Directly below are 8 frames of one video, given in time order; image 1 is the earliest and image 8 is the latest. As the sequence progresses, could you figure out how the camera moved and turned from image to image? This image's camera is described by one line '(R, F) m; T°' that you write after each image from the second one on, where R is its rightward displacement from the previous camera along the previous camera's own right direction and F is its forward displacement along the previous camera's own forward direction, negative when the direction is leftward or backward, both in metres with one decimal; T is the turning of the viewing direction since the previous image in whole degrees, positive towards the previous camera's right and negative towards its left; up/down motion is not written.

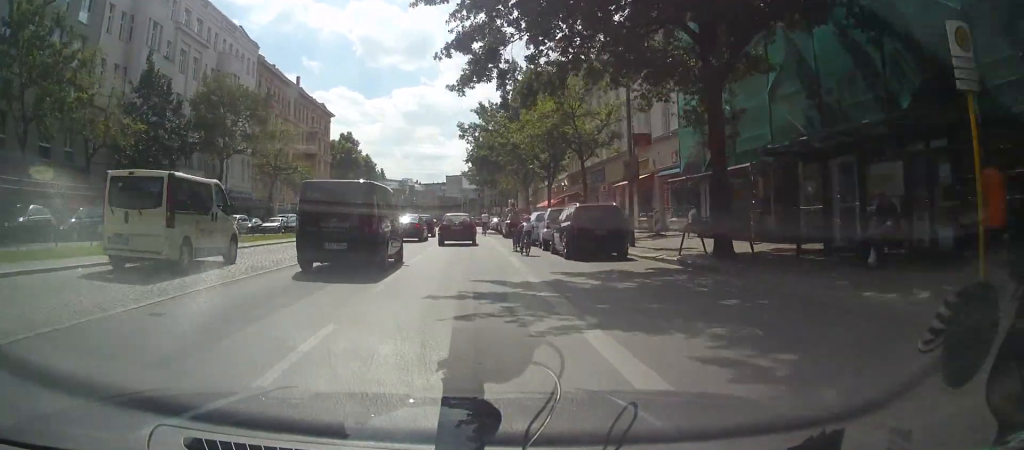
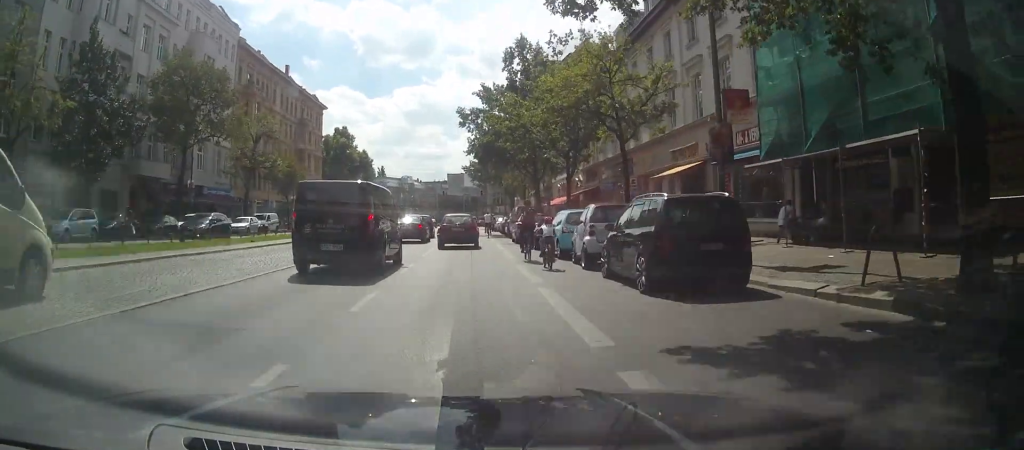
(-0.1, +8.0) m; -1°
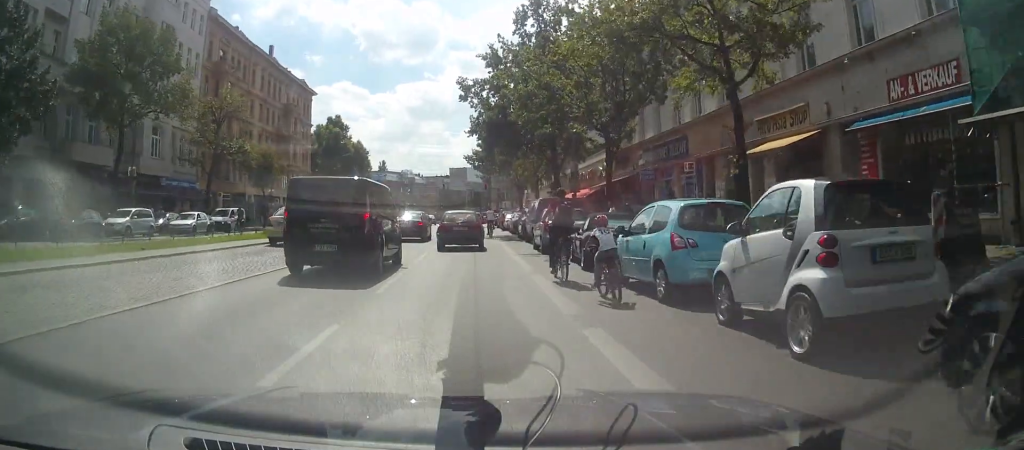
(0.0, +10.0) m; 0°
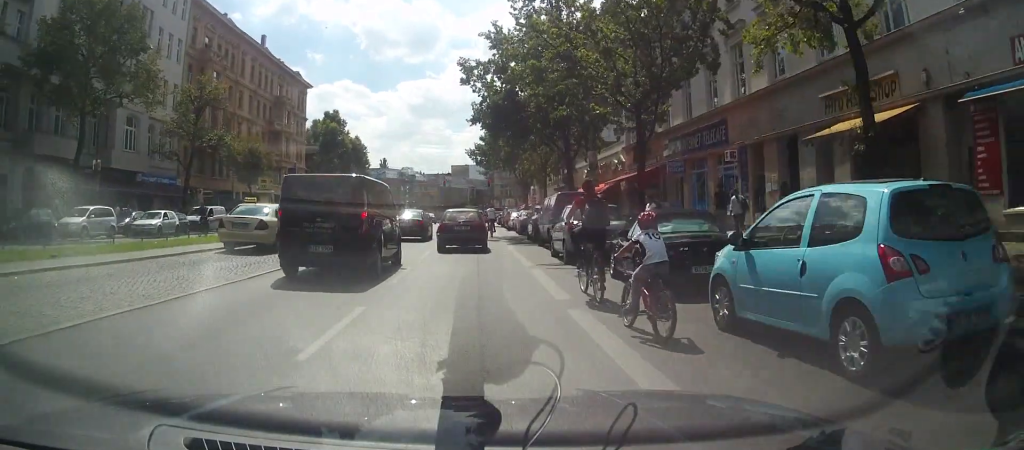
(0.0, +4.8) m; 0°
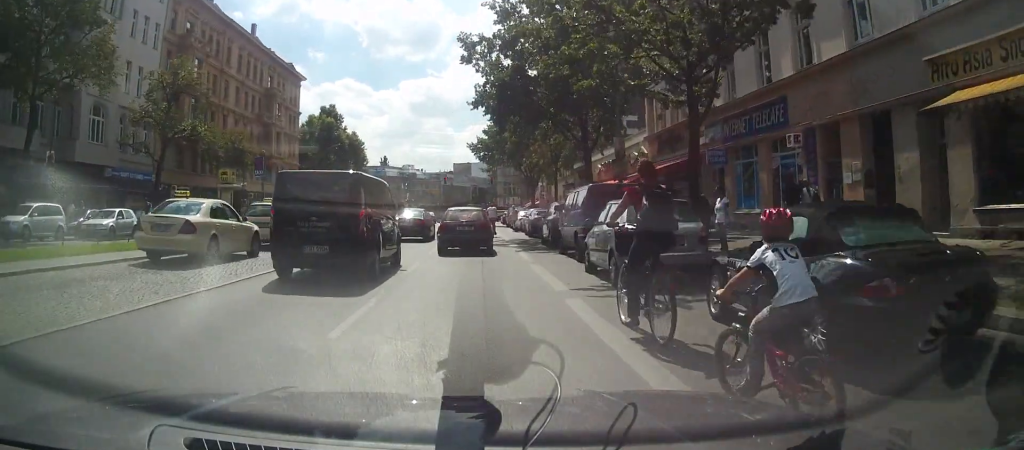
(0.0, +5.3) m; 0°
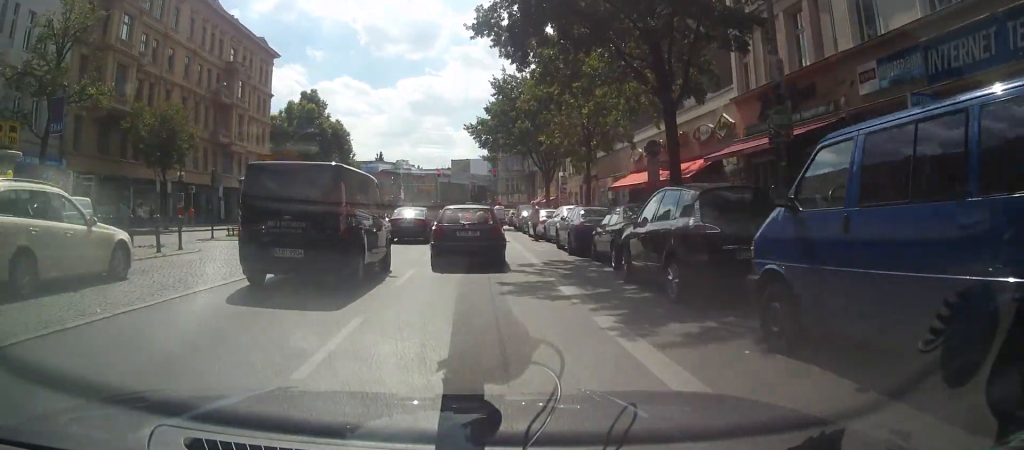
(-0.1, +14.1) m; -1°
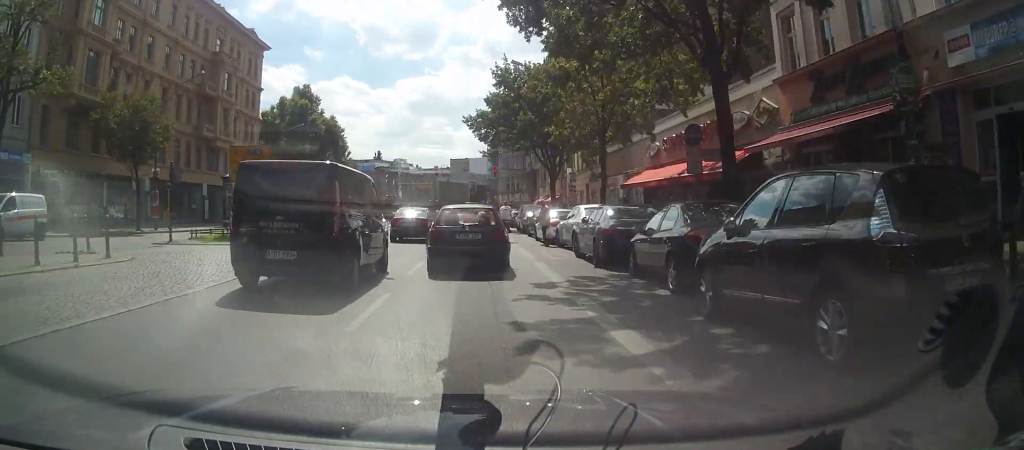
(0.0, +4.4) m; 0°
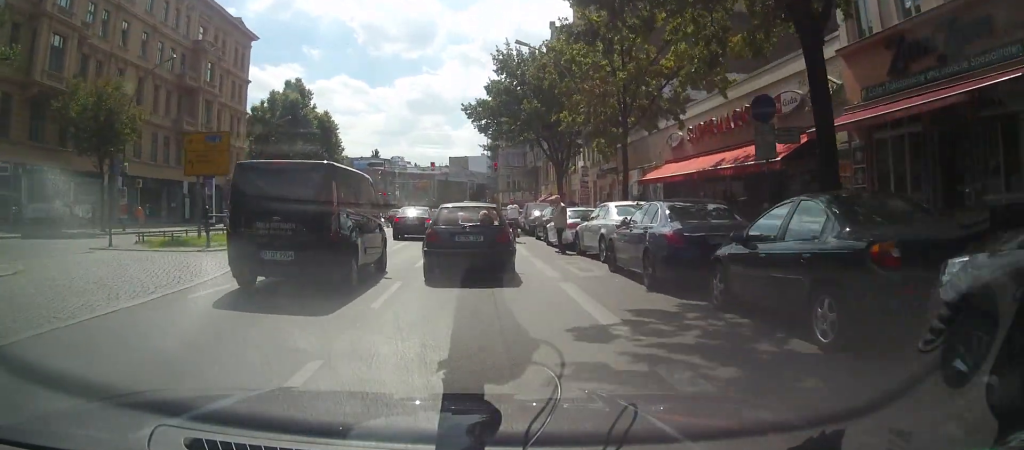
(0.0, +5.1) m; 0°
